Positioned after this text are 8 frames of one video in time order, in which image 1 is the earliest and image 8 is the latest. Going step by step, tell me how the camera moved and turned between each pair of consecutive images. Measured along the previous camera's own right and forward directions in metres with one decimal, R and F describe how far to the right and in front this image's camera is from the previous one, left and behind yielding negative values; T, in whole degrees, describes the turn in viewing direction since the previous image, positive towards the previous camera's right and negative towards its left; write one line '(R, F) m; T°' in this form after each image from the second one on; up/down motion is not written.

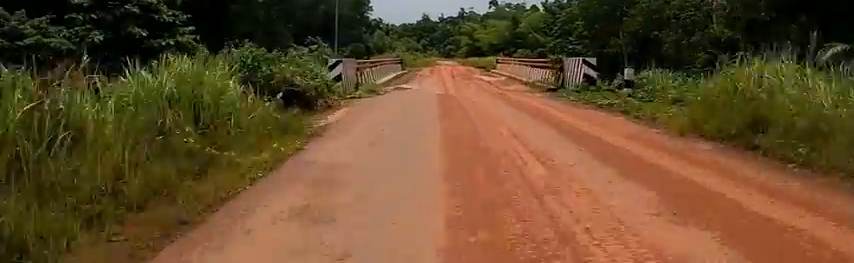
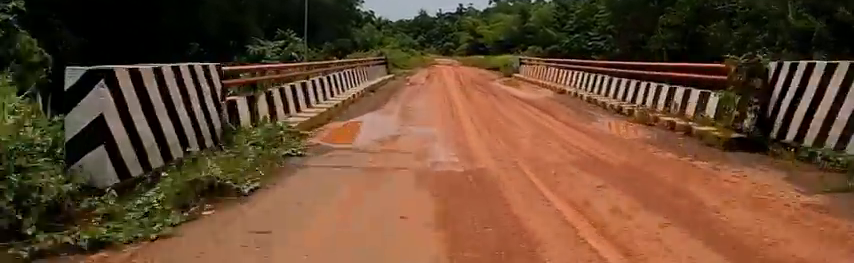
(0.0, +10.0) m; +2°
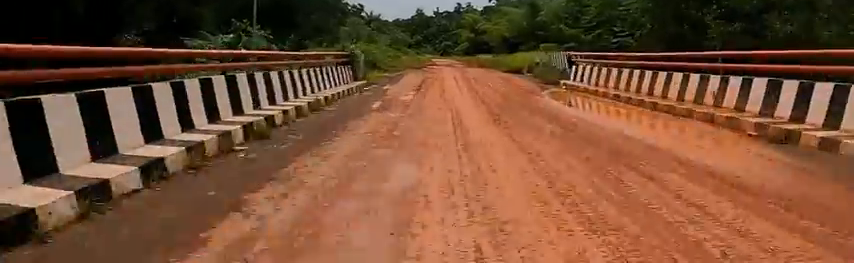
(+0.3, +9.1) m; +2°
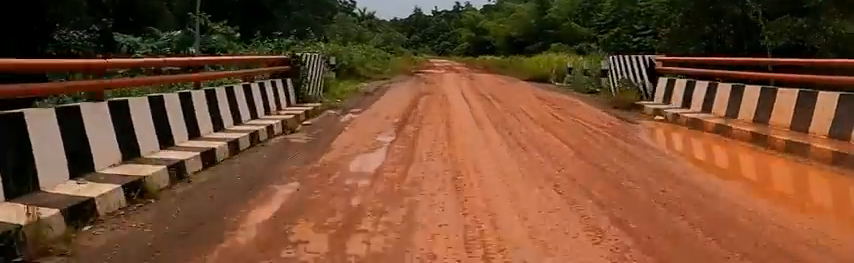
(0.0, +5.4) m; 0°
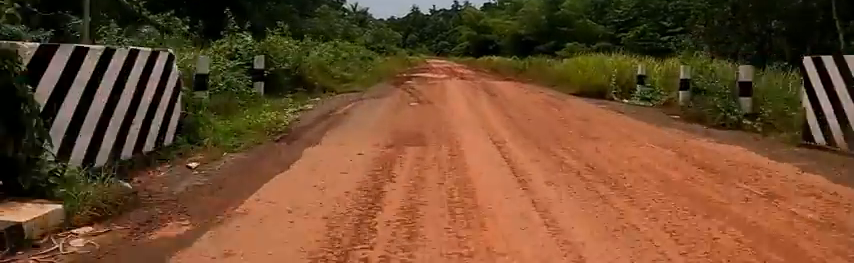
(0.0, +5.6) m; 0°
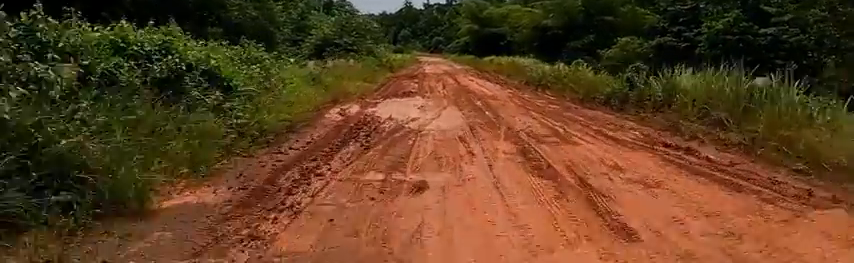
(0.0, +12.1) m; 0°
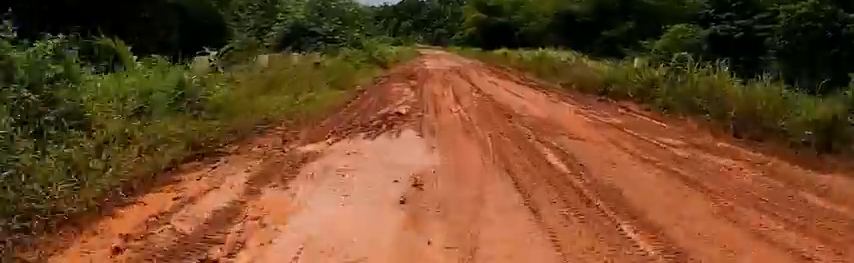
(0.0, +6.7) m; -1°
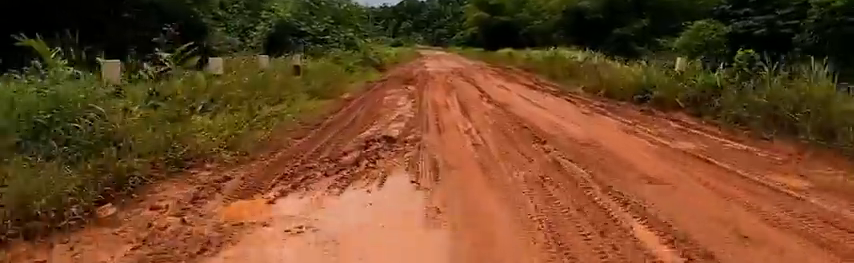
(0.0, +2.0) m; -1°
